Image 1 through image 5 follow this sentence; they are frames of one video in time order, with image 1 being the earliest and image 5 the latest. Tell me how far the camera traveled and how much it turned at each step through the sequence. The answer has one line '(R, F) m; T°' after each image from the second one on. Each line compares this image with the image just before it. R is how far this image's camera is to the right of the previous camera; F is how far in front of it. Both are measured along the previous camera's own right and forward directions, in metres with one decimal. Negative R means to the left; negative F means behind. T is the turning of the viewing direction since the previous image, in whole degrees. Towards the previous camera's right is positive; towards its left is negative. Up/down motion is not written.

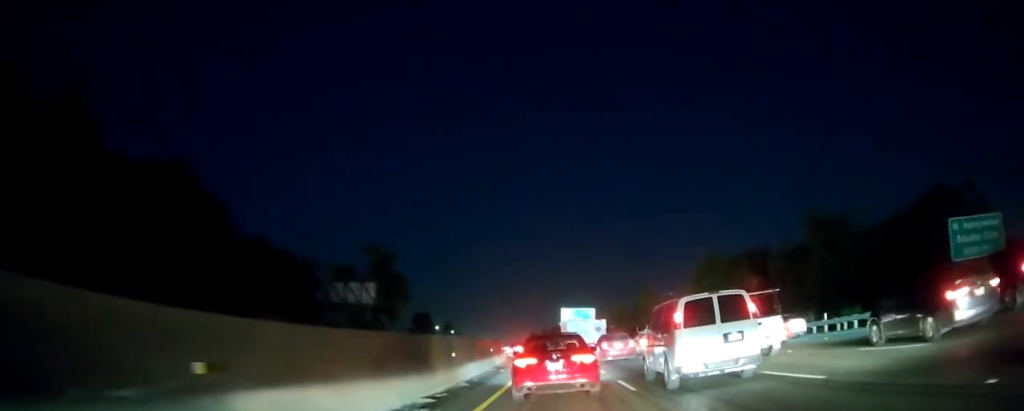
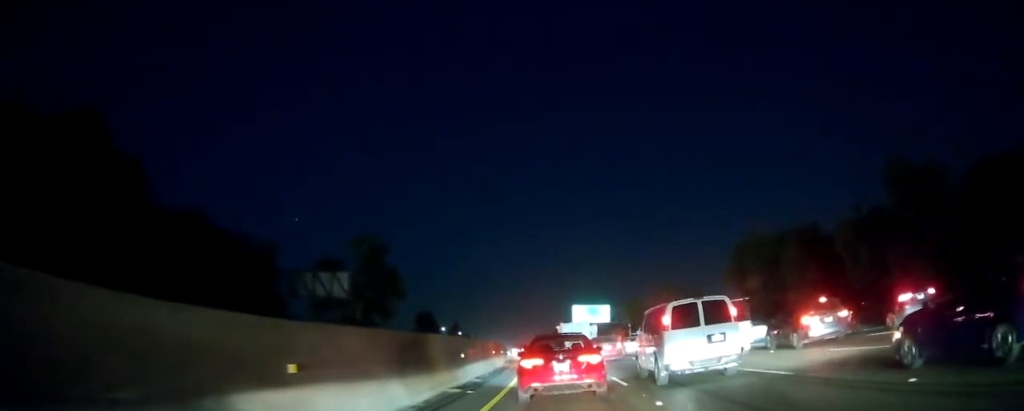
(0.0, +9.3) m; 0°
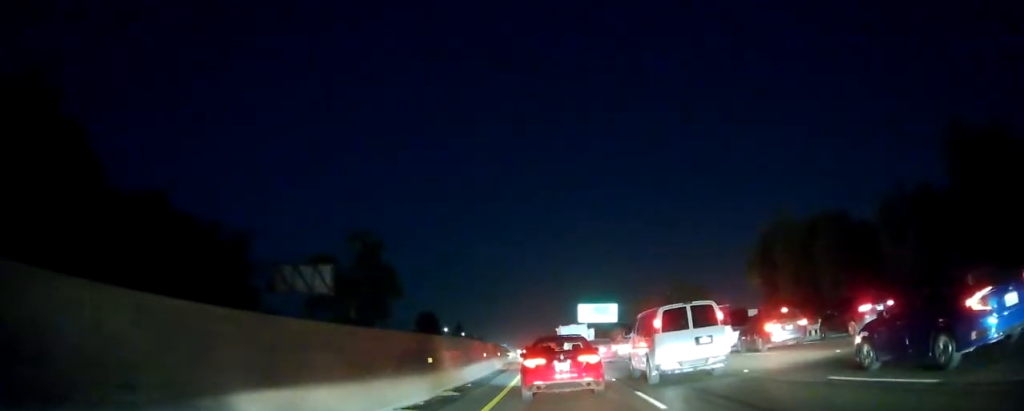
(0.0, +6.8) m; 0°
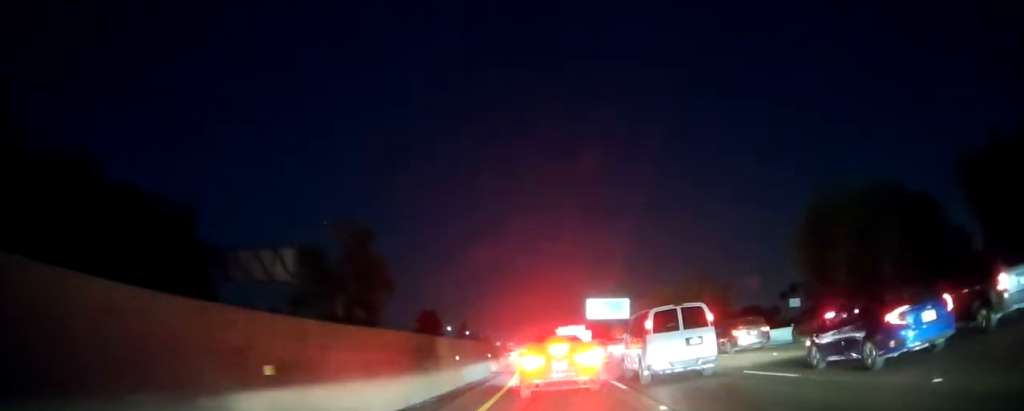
(0.0, +9.4) m; +1°
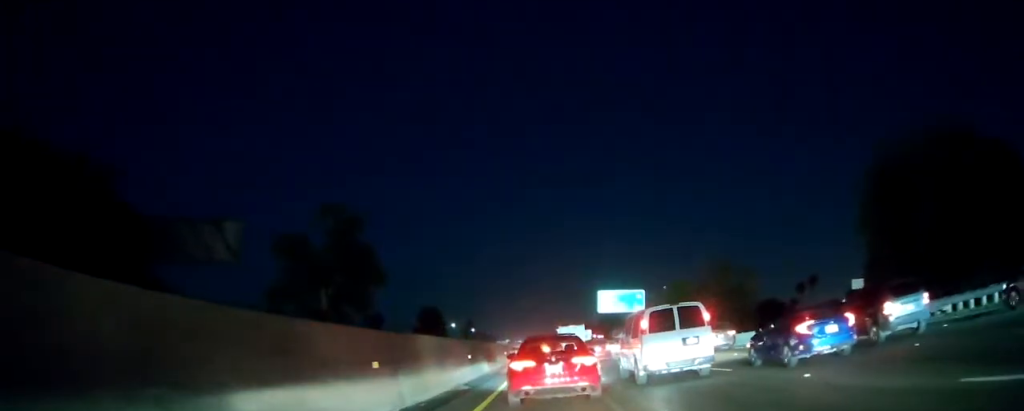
(+0.1, +9.9) m; -2°
